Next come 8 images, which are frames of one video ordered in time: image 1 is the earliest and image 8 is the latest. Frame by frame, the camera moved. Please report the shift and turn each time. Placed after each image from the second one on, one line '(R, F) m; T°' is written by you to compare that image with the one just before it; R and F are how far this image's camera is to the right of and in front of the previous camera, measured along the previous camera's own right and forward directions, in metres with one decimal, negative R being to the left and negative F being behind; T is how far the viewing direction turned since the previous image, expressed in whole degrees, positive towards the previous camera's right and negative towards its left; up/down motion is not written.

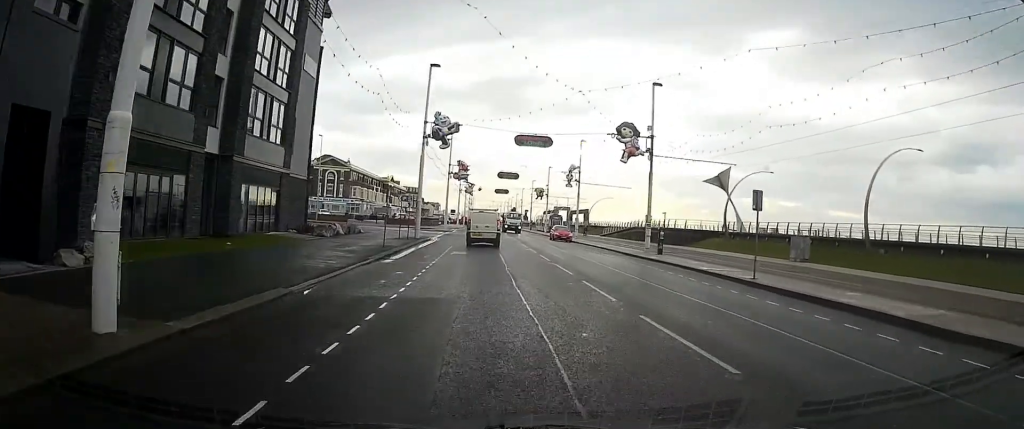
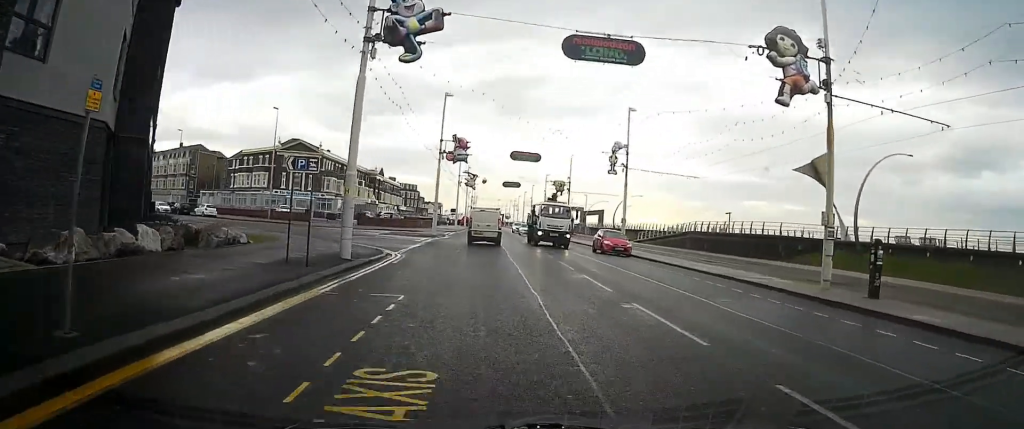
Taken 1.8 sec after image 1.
(-0.1, +22.3) m; +1°
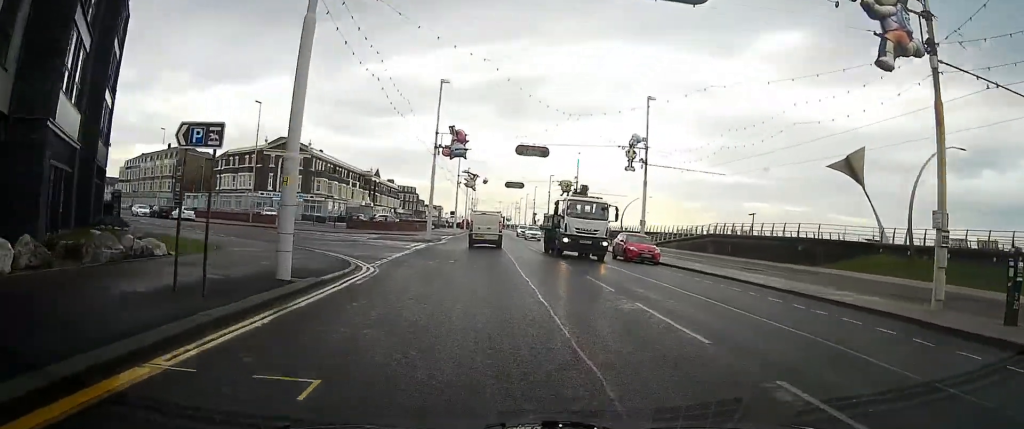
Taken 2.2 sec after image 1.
(+0.1, +5.9) m; 0°
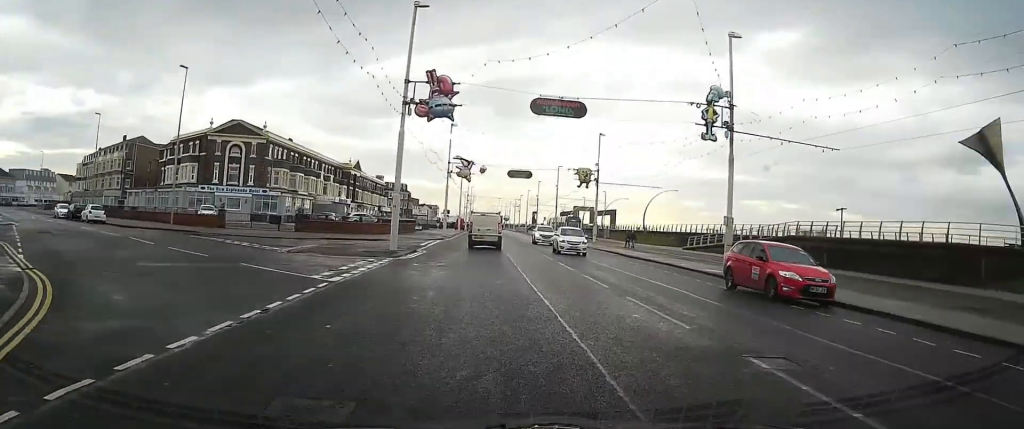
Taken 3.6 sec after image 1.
(0.0, +16.9) m; -2°
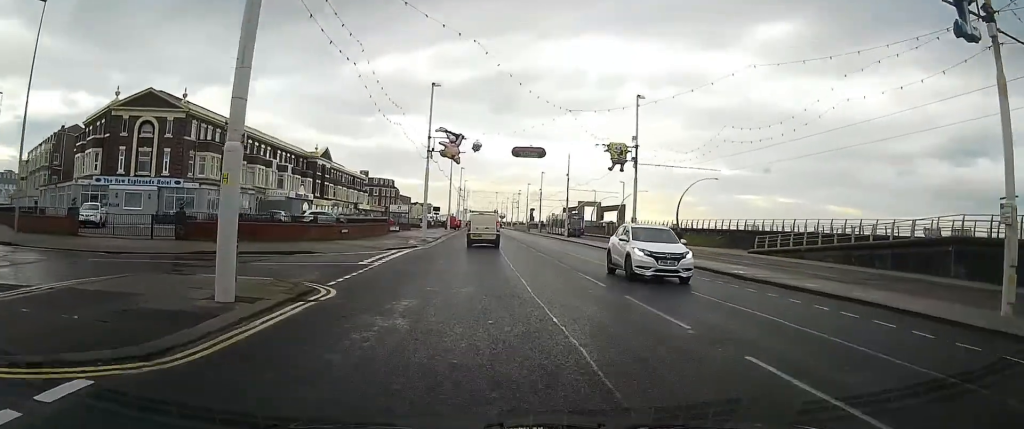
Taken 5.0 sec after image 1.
(-0.5, +18.1) m; 0°
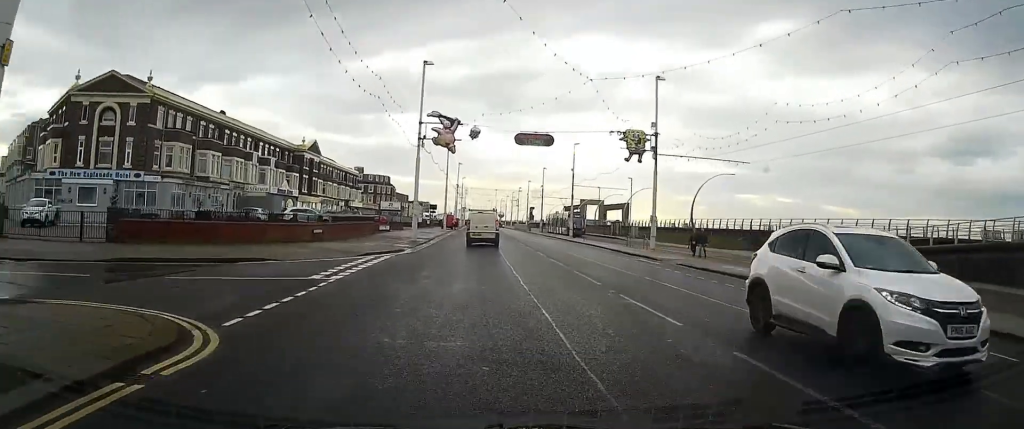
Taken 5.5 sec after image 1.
(+0.1, +5.7) m; +1°
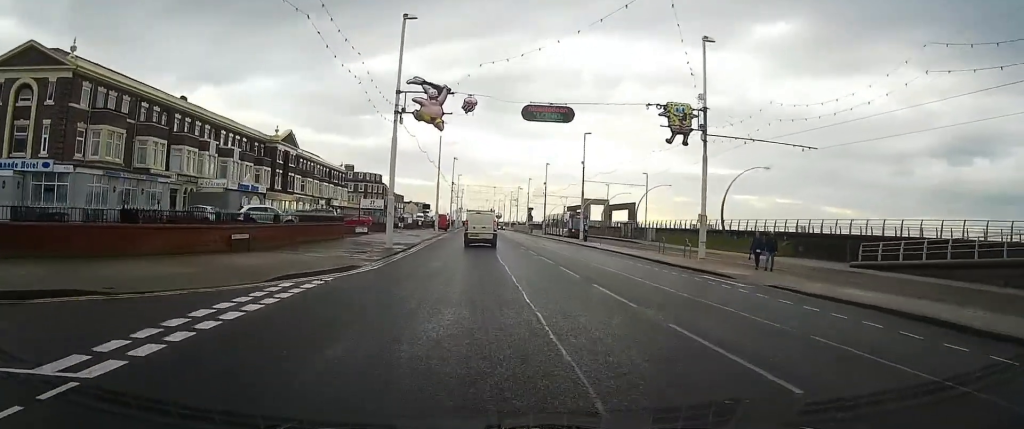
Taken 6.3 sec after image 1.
(+0.2, +9.8) m; +1°
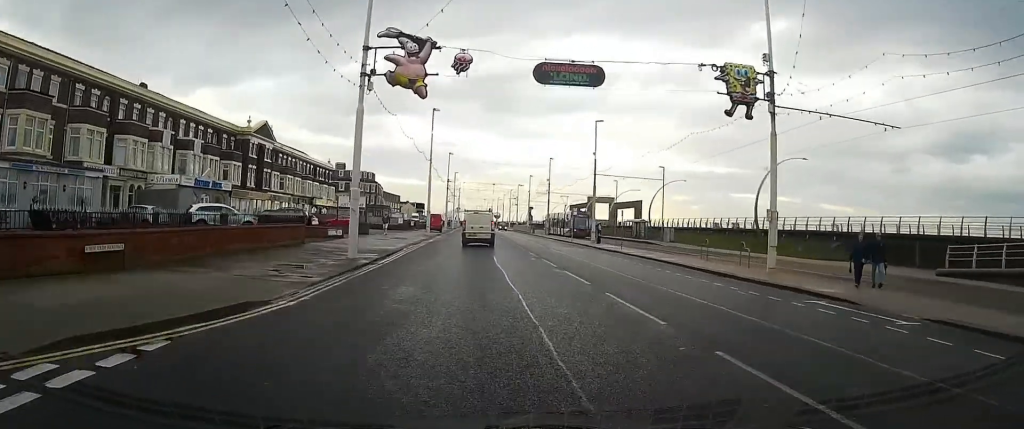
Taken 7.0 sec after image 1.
(+0.1, +8.1) m; +1°
